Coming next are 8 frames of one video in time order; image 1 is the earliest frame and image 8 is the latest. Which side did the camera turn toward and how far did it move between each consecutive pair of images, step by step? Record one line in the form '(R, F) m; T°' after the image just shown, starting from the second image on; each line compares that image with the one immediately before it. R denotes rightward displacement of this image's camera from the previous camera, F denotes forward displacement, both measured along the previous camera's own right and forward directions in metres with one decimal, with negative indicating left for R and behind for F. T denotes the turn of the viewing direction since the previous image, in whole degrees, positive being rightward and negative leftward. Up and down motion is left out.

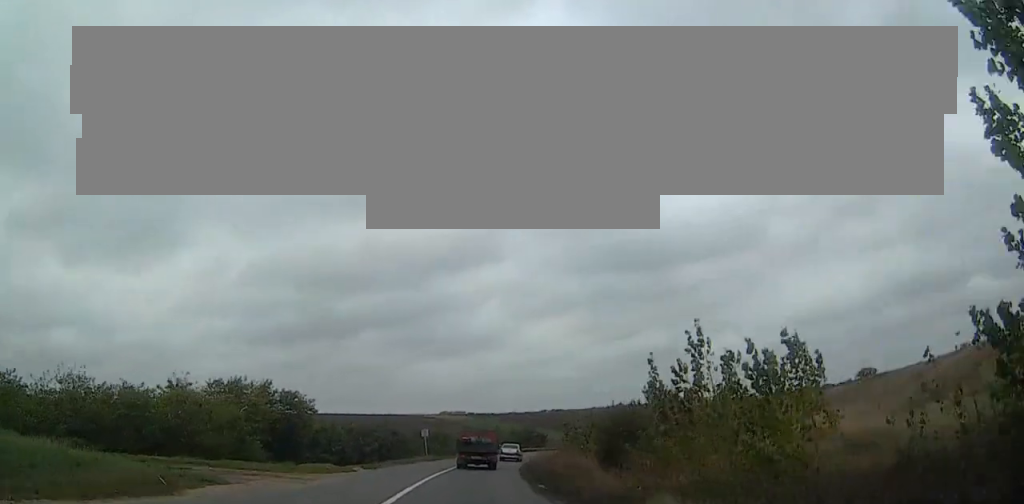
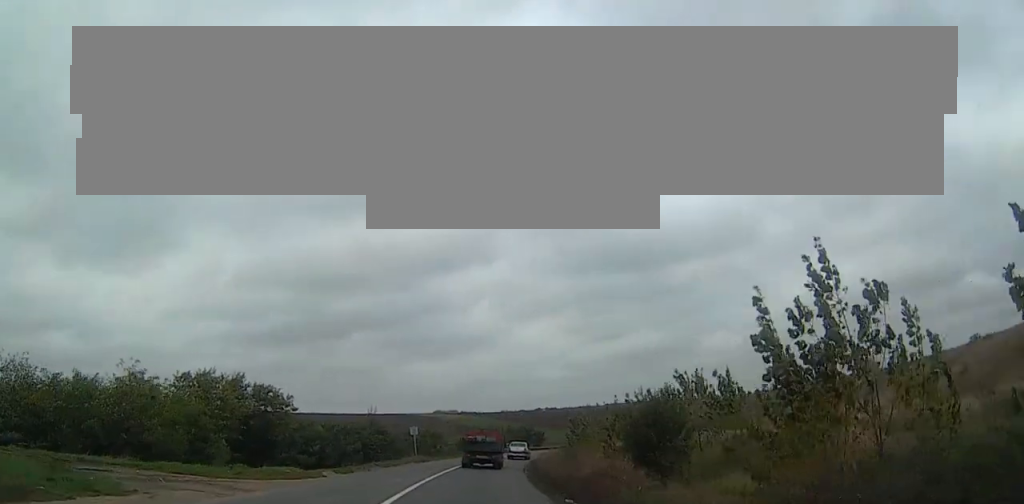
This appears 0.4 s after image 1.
(+0.6, +6.5) m; +2°
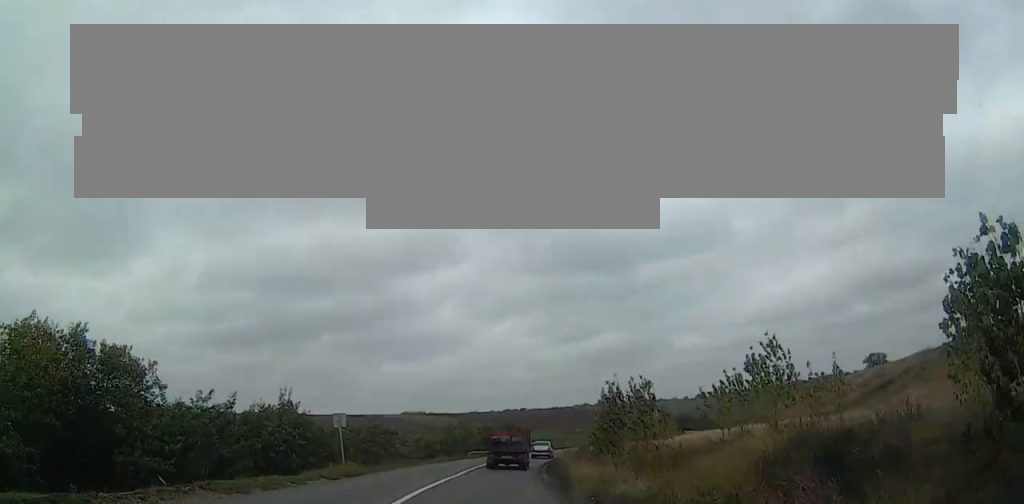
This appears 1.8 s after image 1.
(+0.9, +23.3) m; +7°
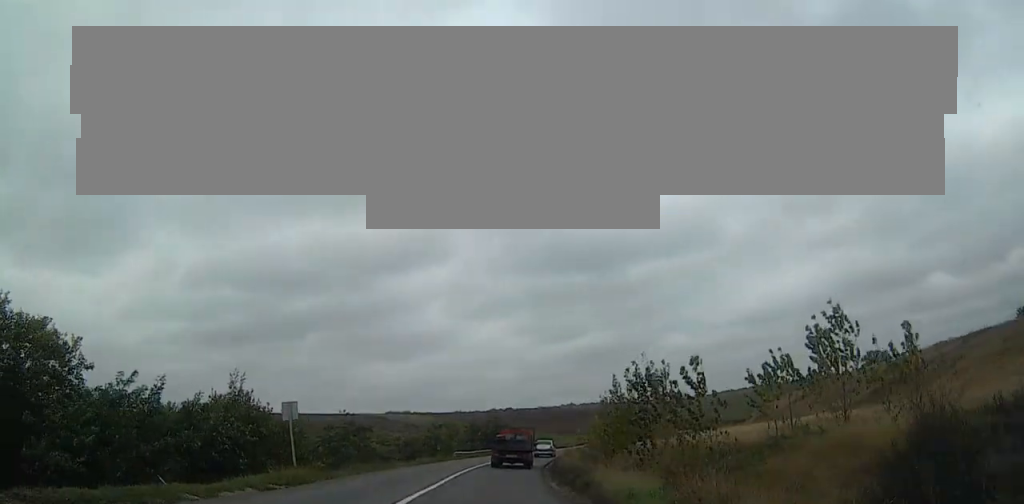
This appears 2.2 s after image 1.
(+0.4, +7.2) m; +2°
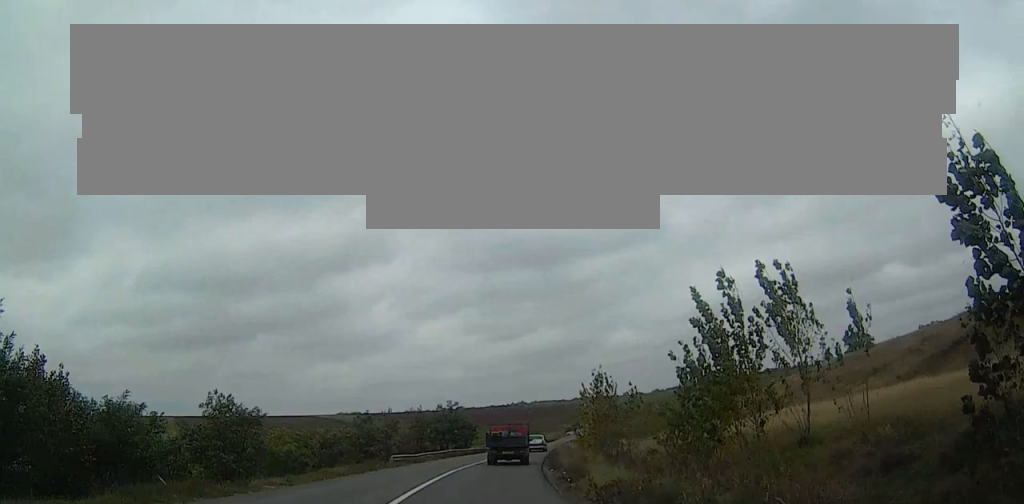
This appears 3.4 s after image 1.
(+1.3, +19.0) m; +4°
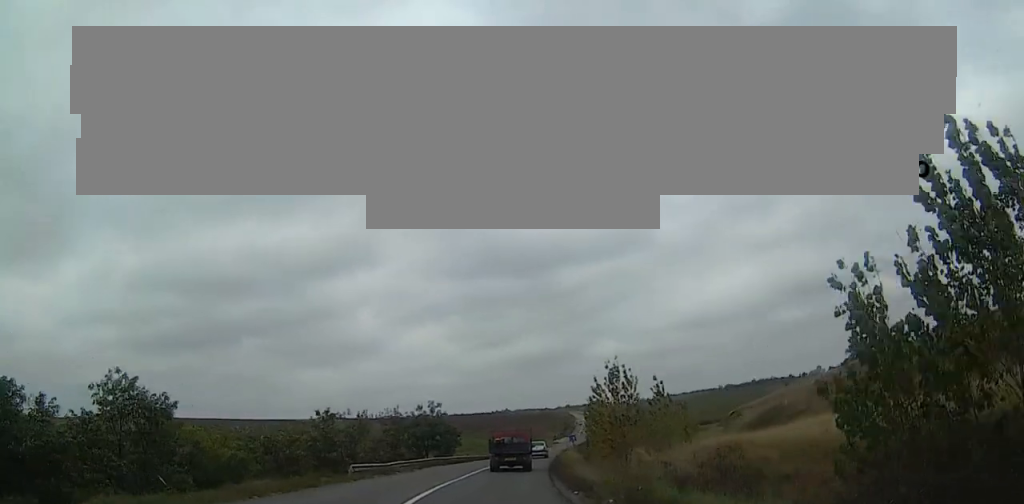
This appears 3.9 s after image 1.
(0.0, +9.5) m; 0°
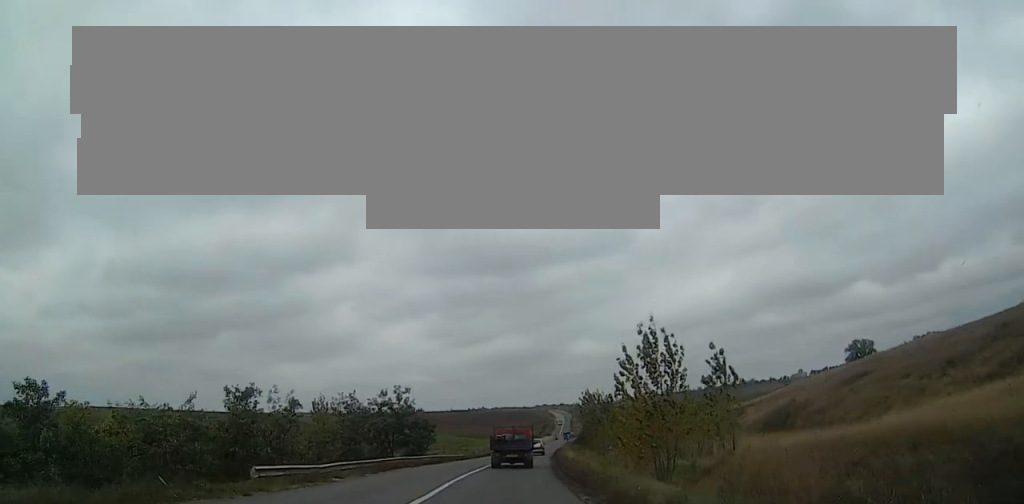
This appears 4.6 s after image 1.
(0.0, +11.5) m; +1°
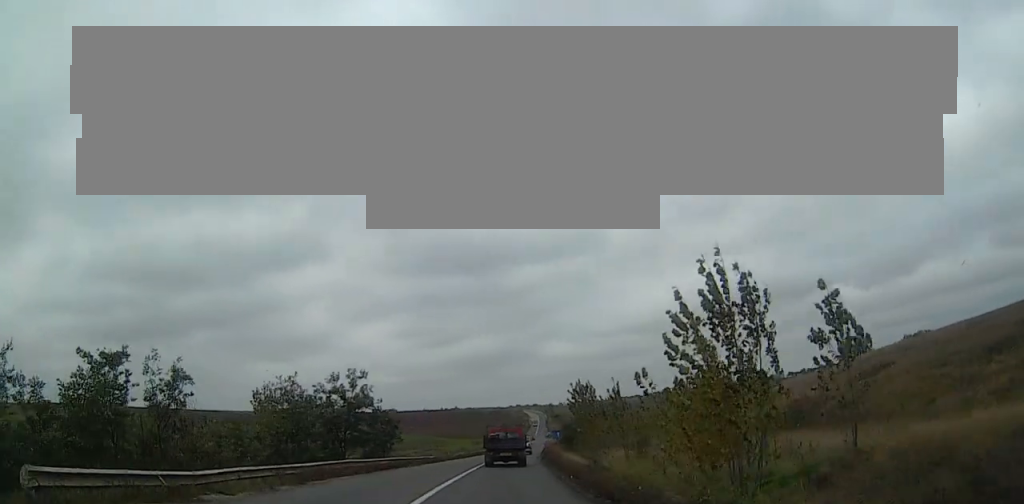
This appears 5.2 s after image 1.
(+0.1, +9.8) m; +1°
